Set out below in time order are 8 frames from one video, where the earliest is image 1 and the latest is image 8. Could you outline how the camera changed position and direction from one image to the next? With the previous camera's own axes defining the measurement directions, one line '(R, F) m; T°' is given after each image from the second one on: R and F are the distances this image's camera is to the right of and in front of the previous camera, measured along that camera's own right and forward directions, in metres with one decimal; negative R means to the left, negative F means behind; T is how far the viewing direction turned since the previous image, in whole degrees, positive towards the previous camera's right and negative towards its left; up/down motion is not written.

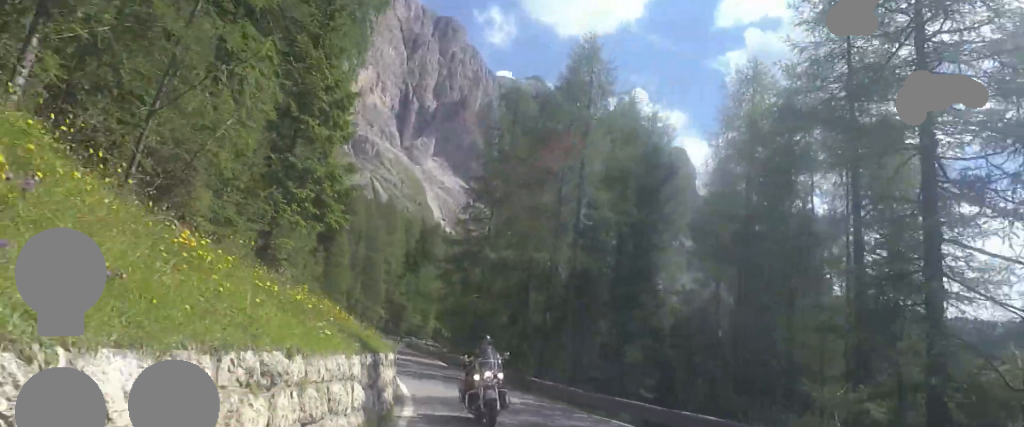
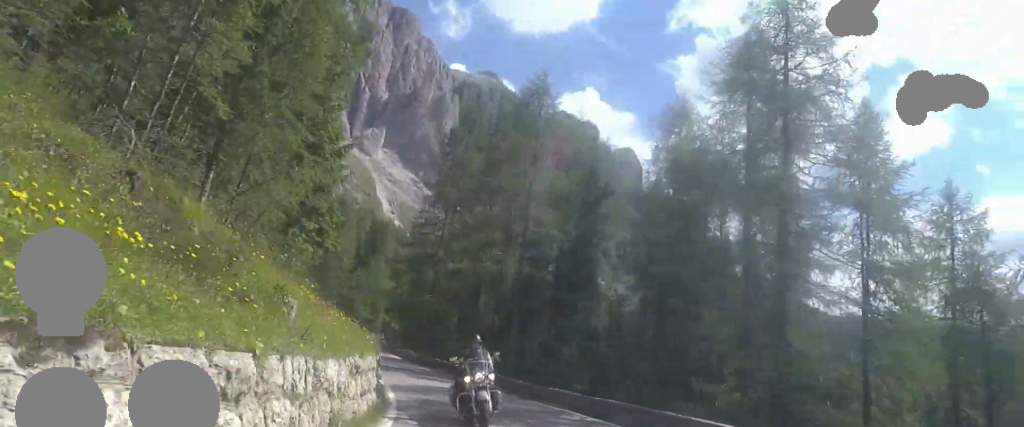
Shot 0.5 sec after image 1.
(+0.2, +4.4) m; +3°
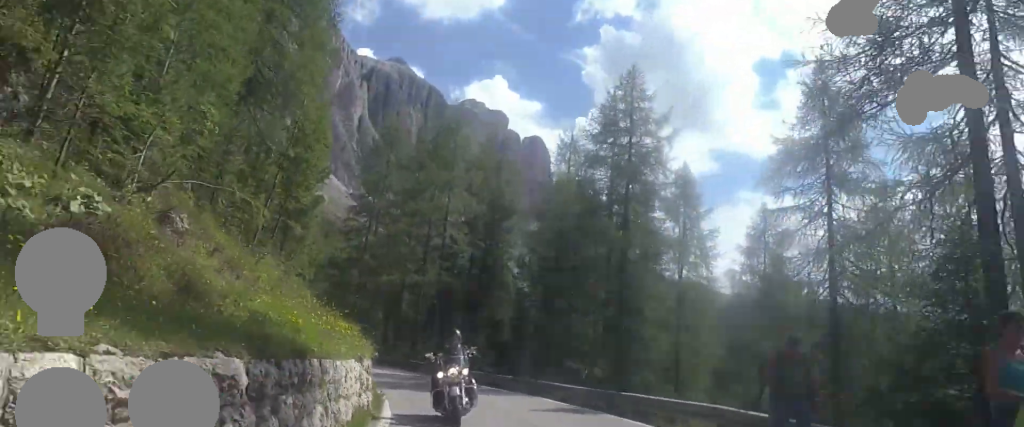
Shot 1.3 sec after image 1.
(+0.7, +8.0) m; +6°
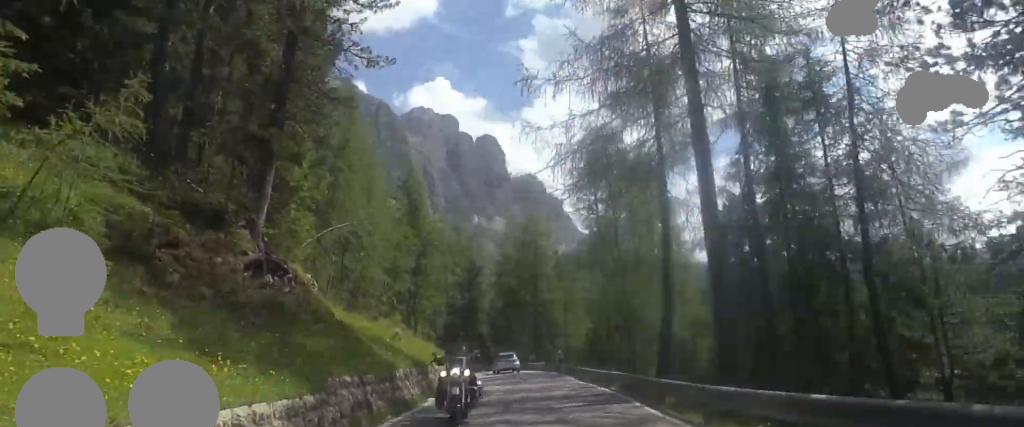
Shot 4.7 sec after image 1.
(+3.3, +31.9) m; +4°
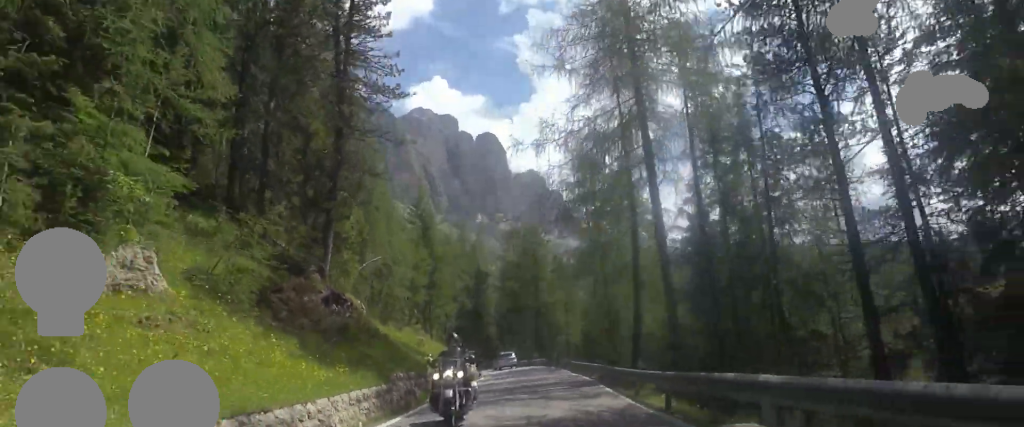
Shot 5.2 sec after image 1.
(+0.1, +5.4) m; -2°
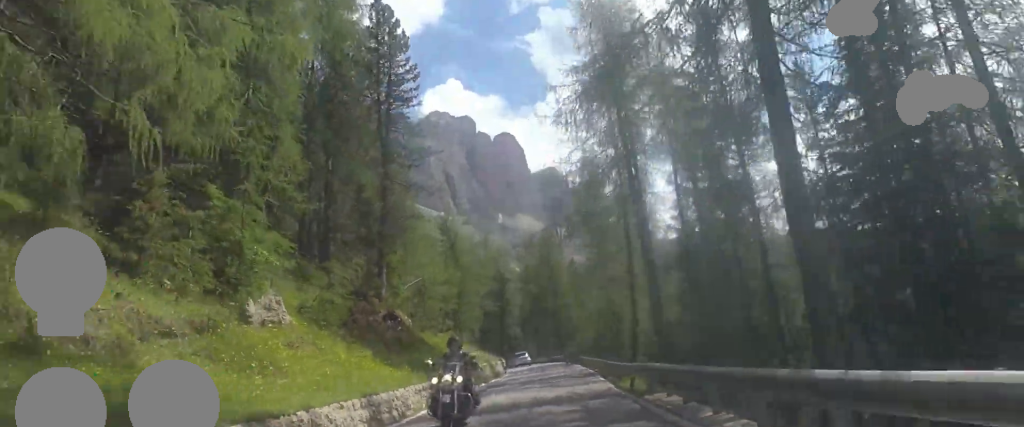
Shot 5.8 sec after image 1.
(-0.3, +5.8) m; -2°
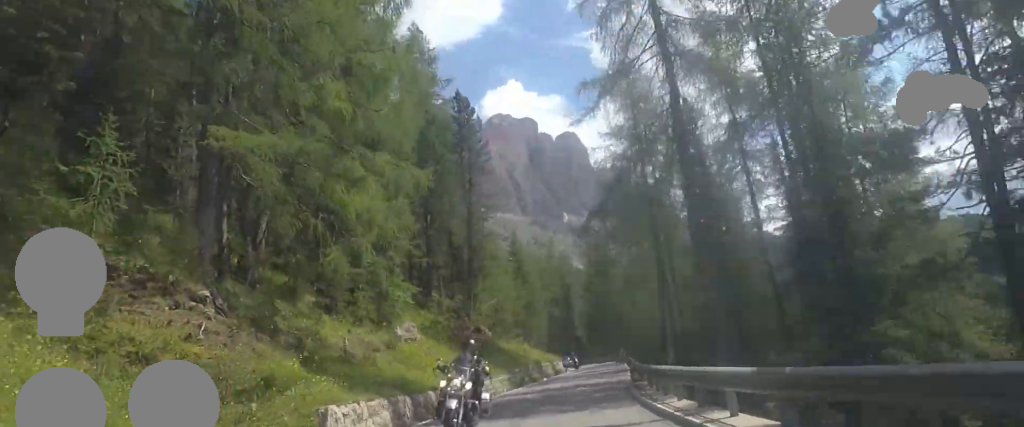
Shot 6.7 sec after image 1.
(-0.2, +10.1) m; -1°
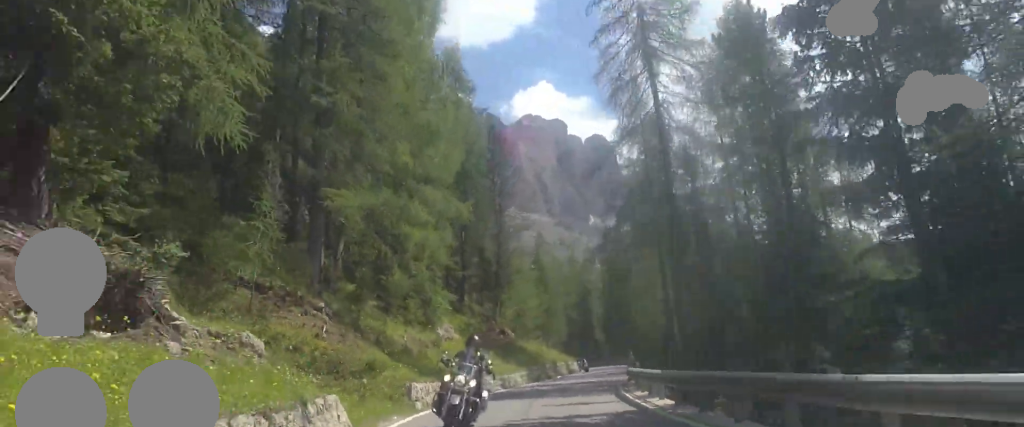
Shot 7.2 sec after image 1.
(0.0, +6.1) m; 0°
